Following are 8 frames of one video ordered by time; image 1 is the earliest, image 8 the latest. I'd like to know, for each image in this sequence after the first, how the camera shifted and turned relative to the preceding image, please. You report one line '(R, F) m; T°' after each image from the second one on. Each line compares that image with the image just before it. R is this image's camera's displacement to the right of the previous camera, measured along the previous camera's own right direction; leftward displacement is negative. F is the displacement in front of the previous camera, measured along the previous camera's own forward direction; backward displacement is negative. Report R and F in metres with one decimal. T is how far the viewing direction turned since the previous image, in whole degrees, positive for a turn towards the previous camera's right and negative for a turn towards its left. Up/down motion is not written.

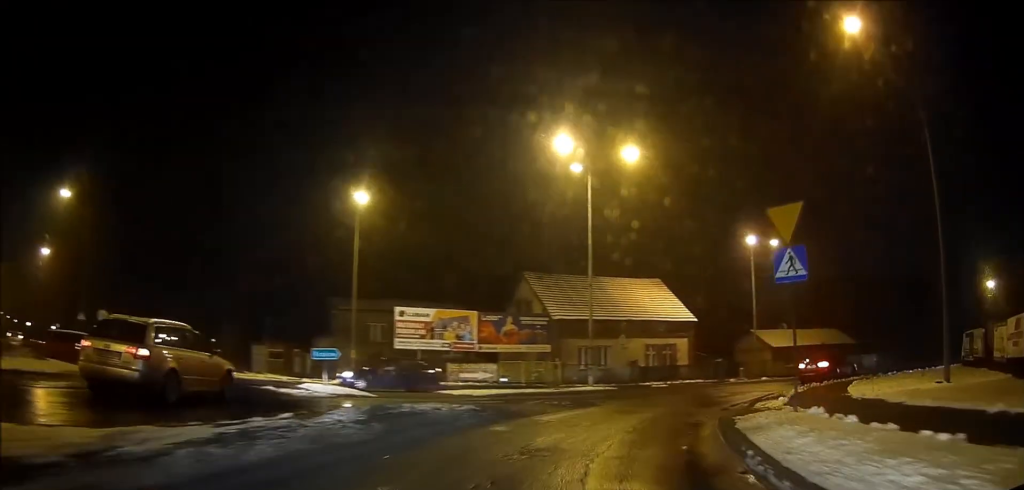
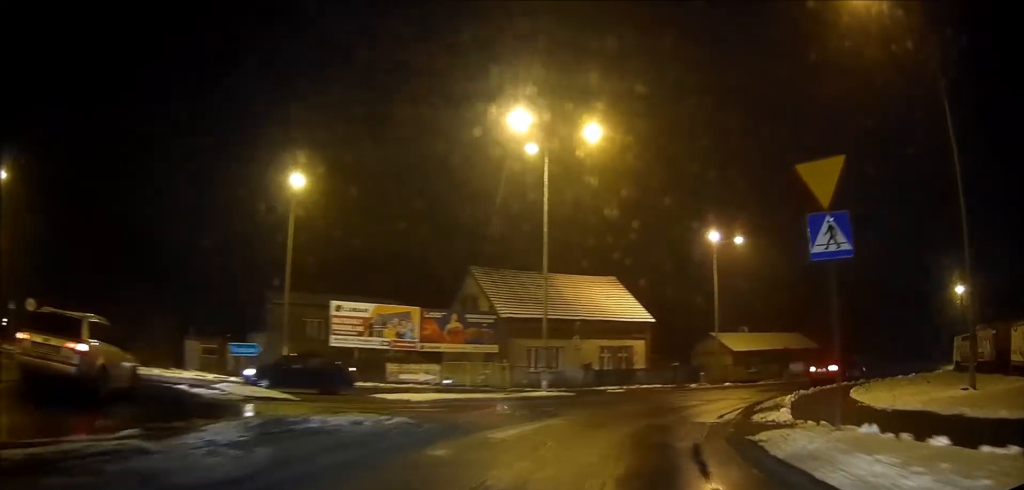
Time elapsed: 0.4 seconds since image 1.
(+0.3, +3.2) m; +5°
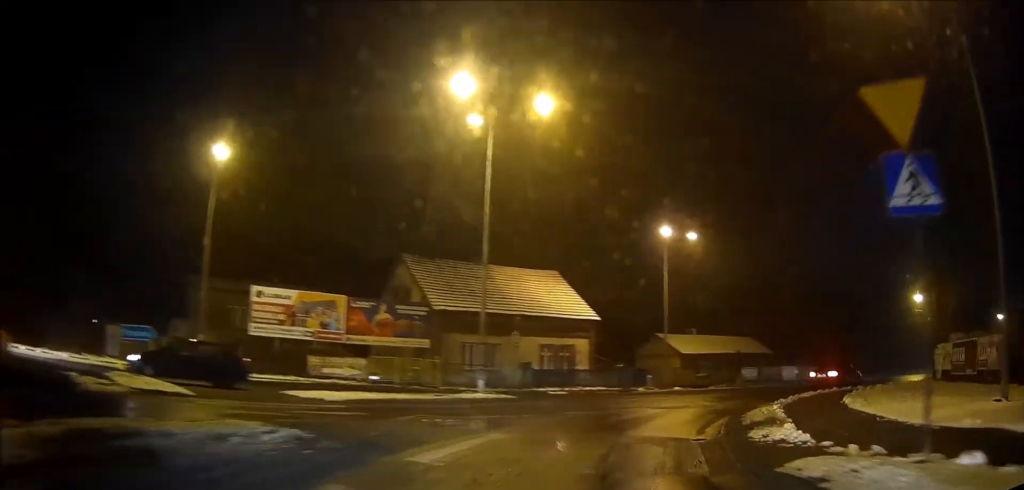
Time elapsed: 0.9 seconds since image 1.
(+0.1, +3.2) m; +5°
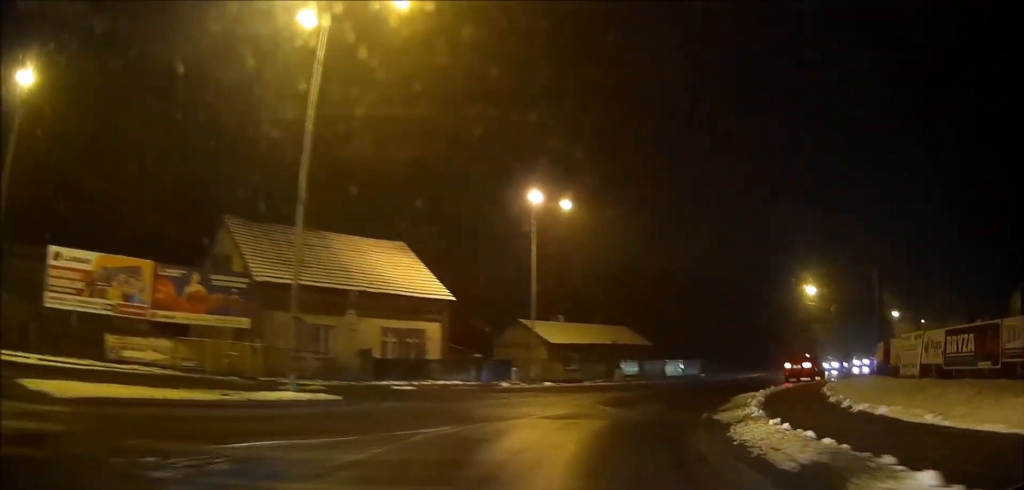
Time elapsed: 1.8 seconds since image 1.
(+0.7, +7.1) m; +12°
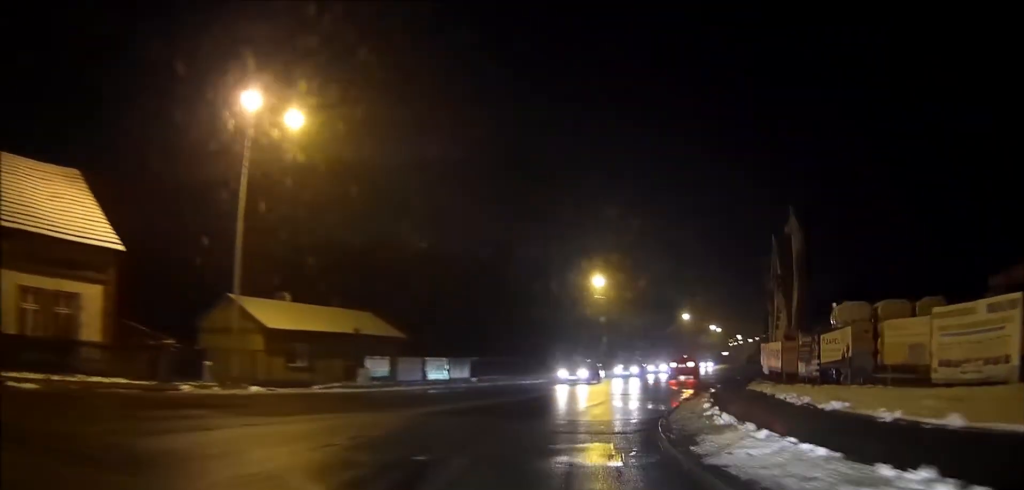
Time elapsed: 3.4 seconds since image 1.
(+2.5, +12.8) m; +21°
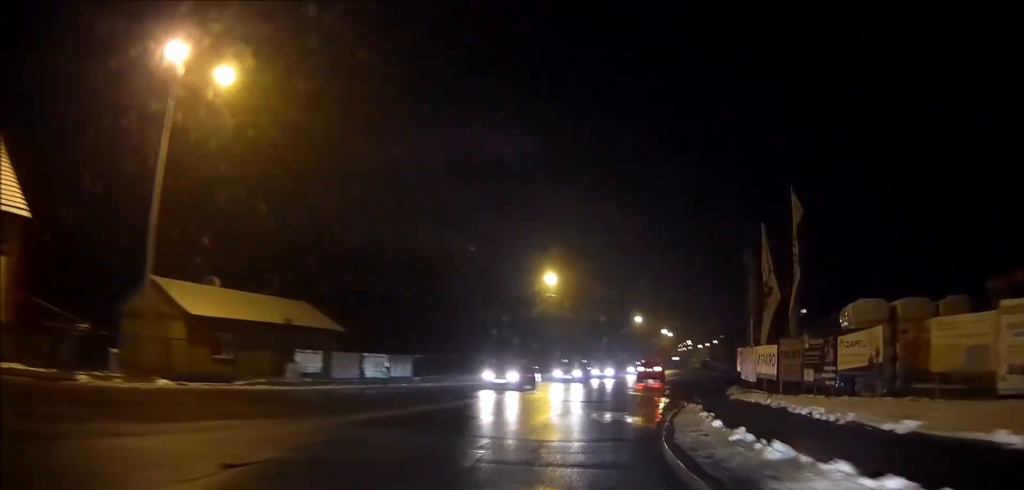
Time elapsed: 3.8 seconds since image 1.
(+0.3, +3.5) m; +3°
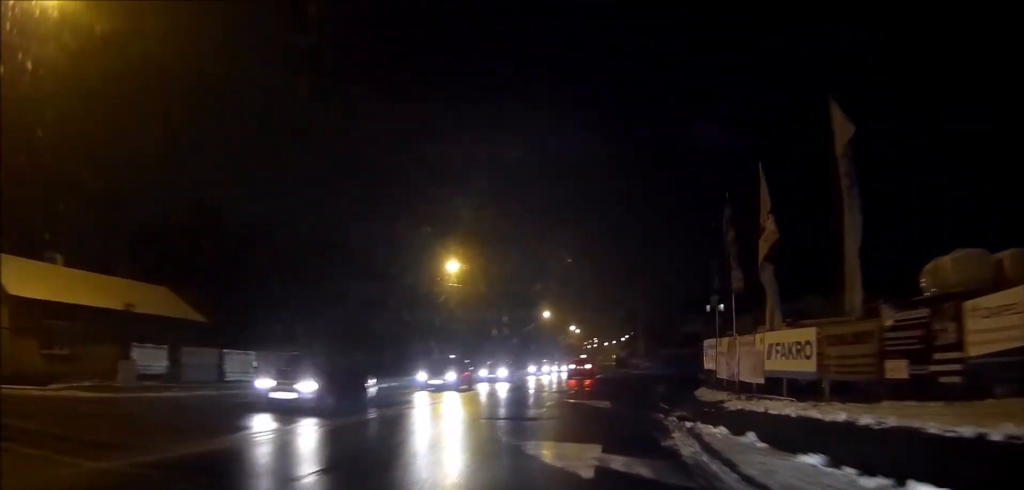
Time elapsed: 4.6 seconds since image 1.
(+0.3, +7.3) m; +6°
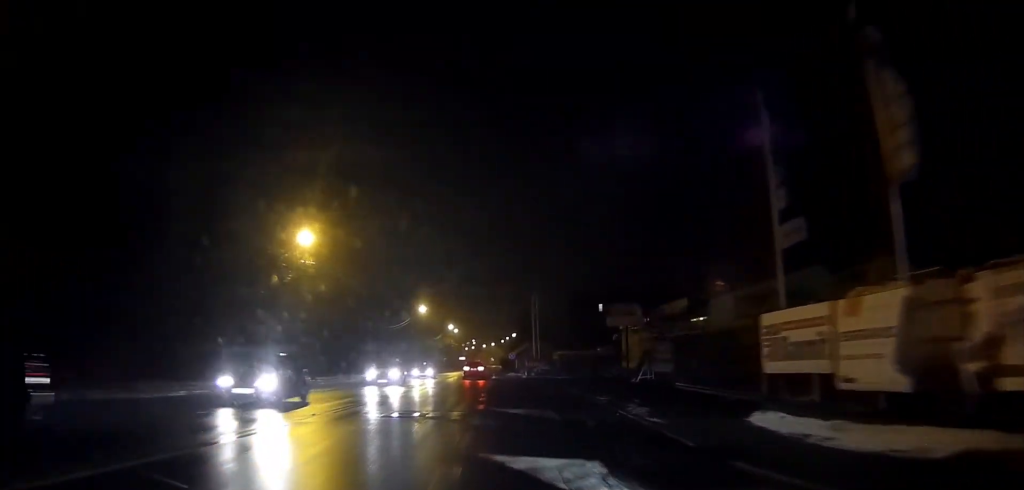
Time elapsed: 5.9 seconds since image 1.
(+1.3, +12.7) m; +14°
